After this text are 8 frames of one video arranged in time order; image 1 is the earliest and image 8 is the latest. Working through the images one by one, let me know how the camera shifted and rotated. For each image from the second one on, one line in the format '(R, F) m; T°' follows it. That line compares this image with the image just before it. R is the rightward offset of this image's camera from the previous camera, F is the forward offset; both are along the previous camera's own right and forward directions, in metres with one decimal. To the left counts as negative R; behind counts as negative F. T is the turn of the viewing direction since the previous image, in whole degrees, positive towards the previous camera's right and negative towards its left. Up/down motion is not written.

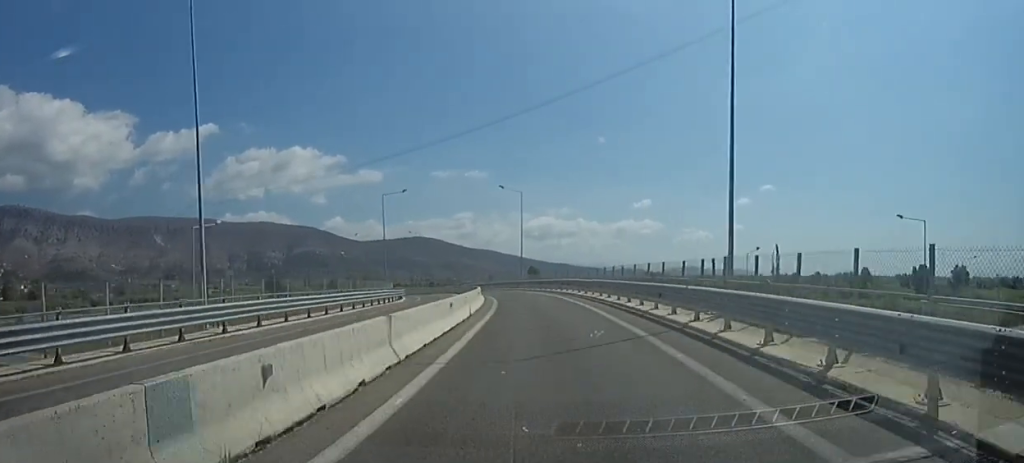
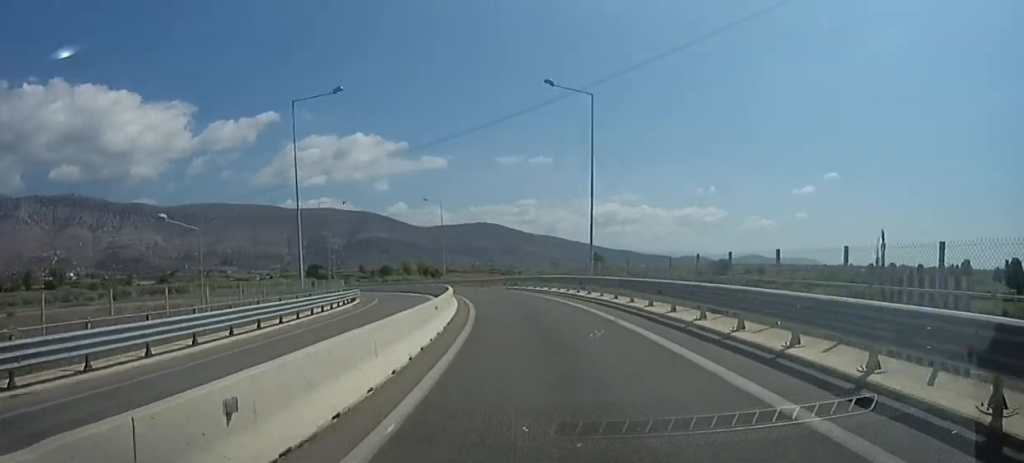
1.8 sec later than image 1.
(-0.8, +24.4) m; -6°
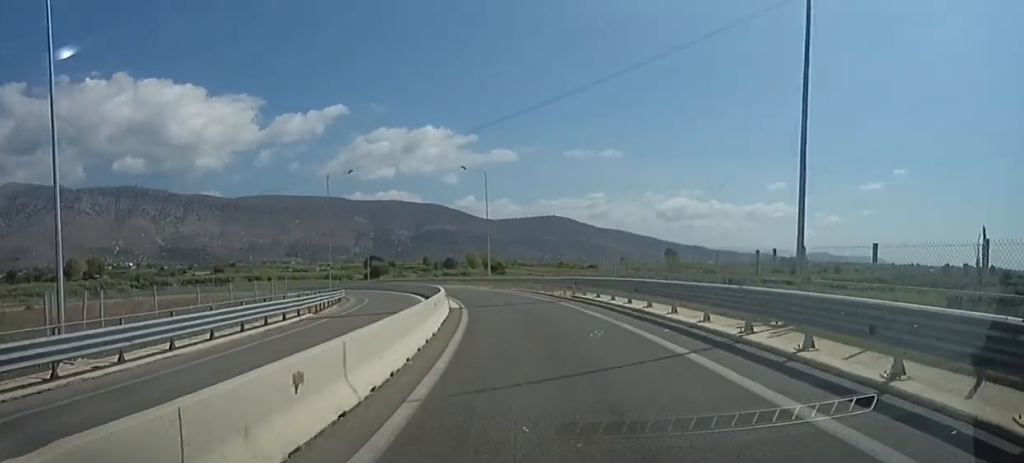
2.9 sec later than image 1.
(-0.6, +16.9) m; -6°
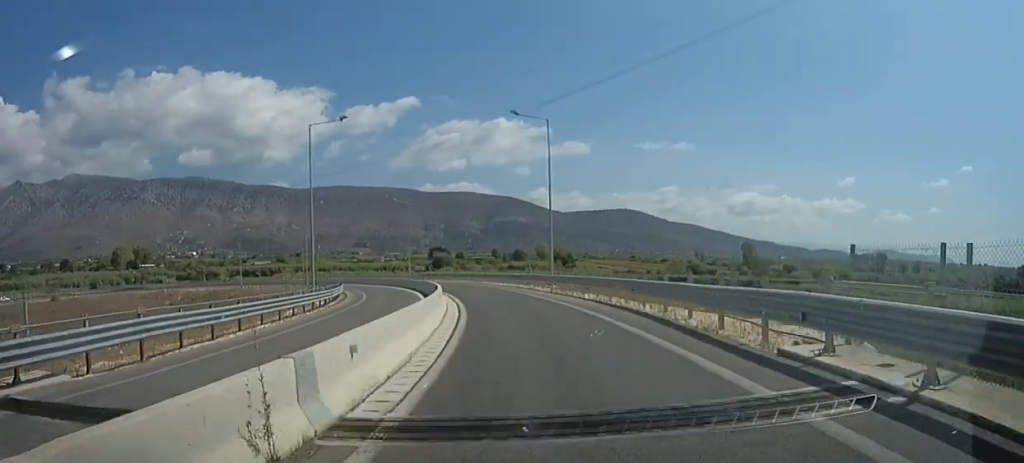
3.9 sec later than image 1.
(-0.6, +18.0) m; -6°
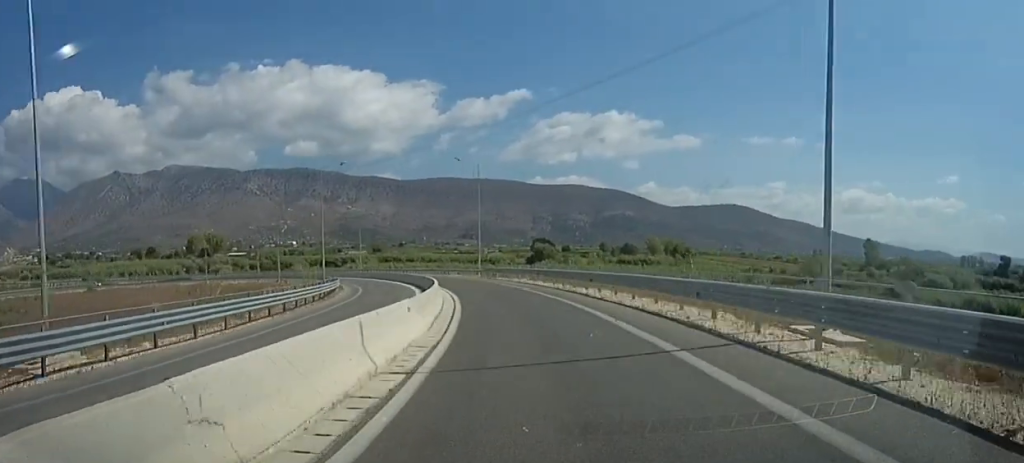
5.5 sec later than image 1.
(-3.0, +29.0) m; -12°
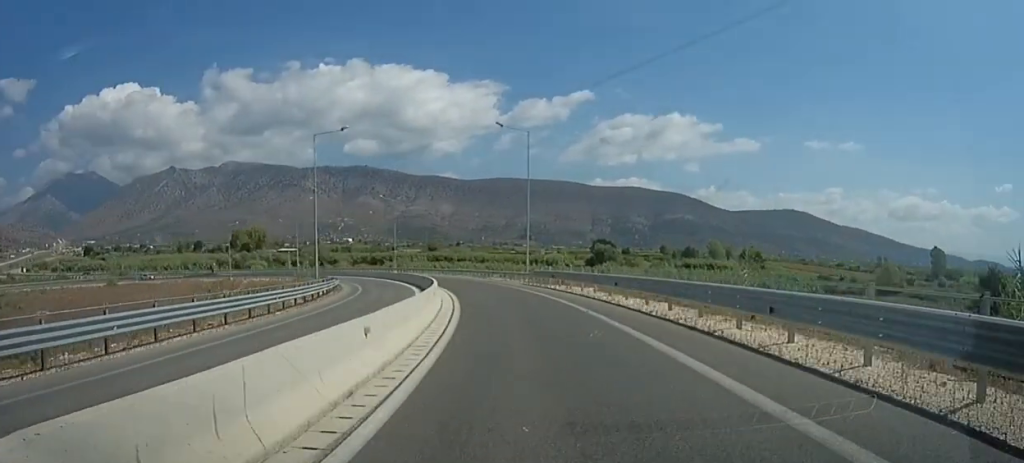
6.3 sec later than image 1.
(+0.3, +15.7) m; -7°
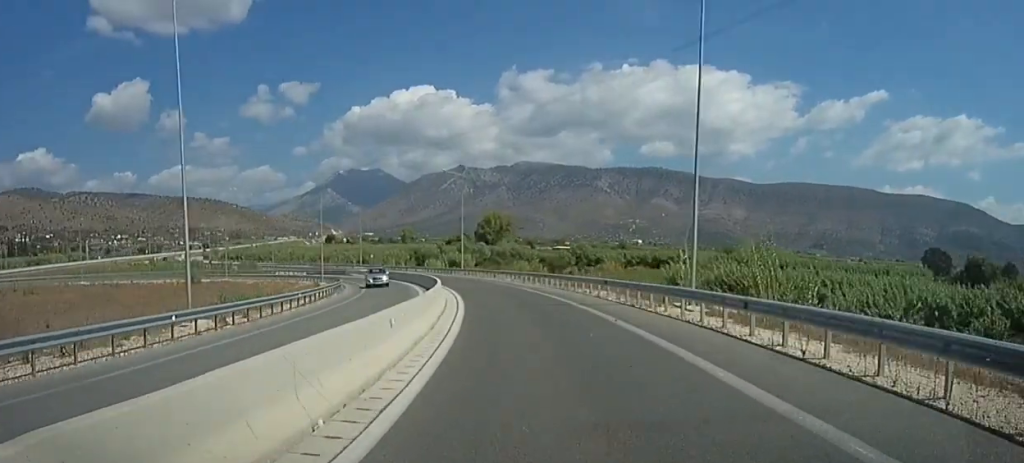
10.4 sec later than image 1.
(-20.3, +71.2) m; -30°
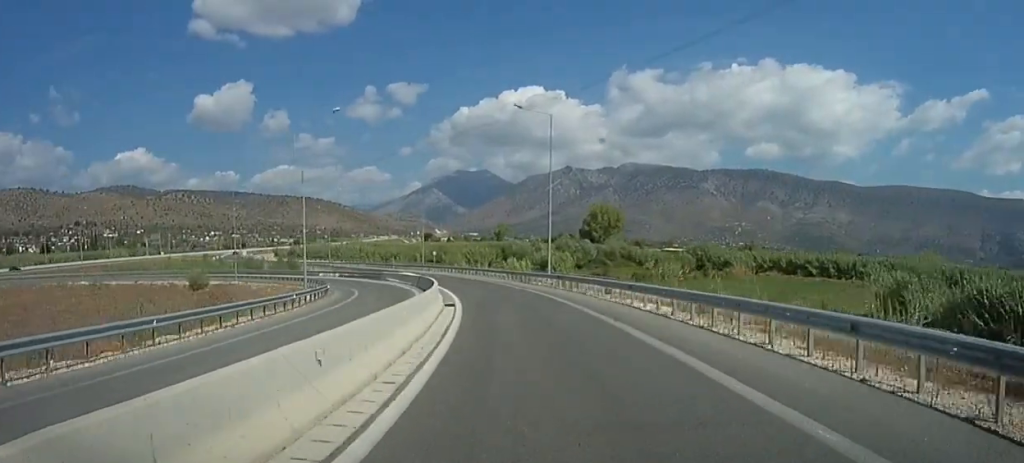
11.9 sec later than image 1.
(-3.2, +26.5) m; -13°
